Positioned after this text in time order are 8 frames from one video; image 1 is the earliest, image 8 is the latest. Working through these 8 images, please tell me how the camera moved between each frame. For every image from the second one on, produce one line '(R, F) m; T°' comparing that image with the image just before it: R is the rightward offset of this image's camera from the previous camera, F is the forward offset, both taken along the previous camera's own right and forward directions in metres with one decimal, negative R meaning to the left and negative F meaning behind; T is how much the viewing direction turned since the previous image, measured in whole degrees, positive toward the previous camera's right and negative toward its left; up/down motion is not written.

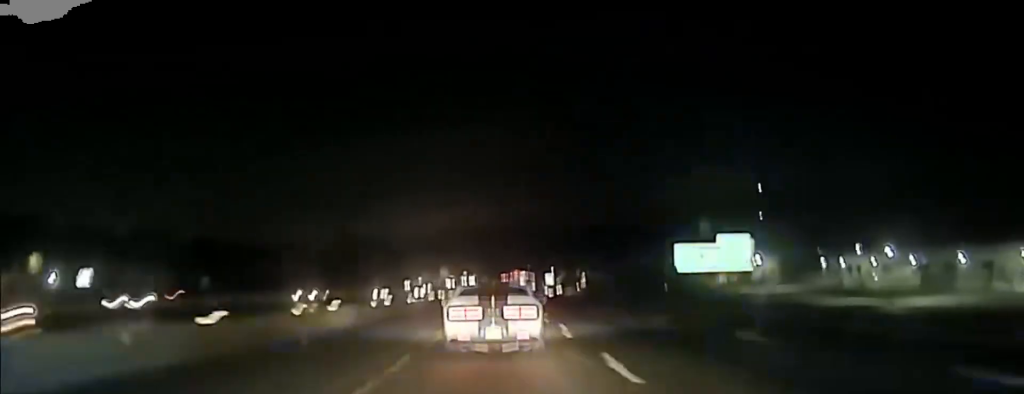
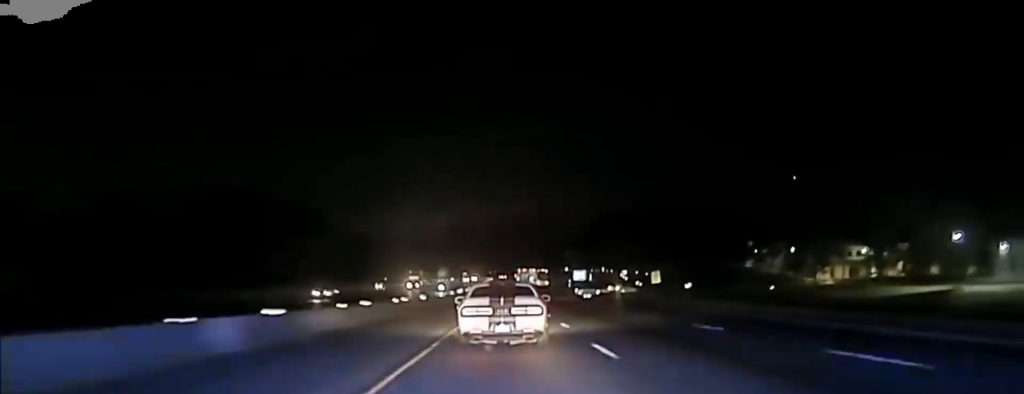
(0.0, +100.6) m; 0°
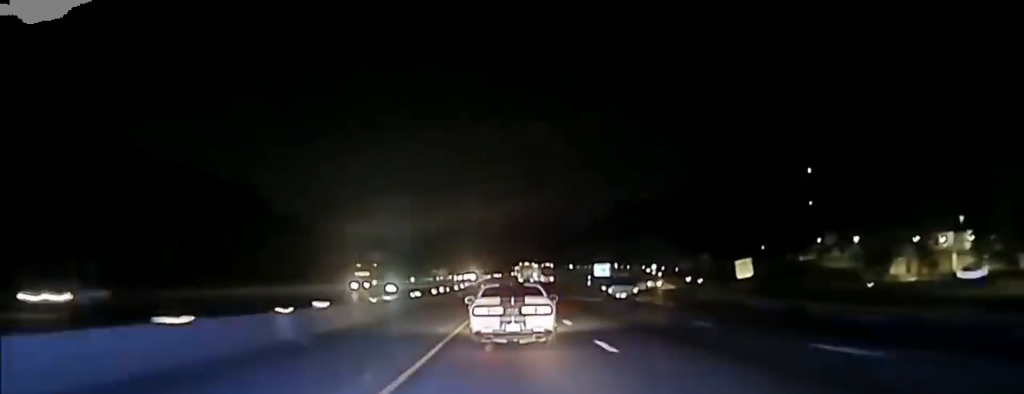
(0.0, +48.1) m; 0°
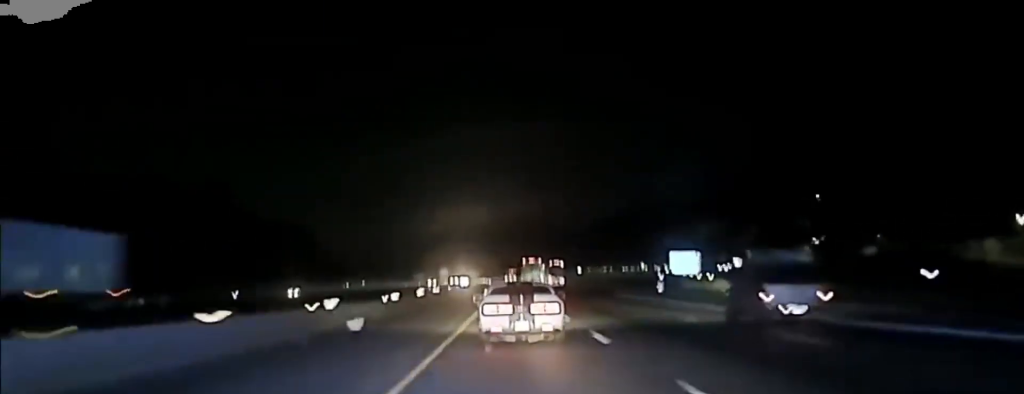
(0.0, +67.1) m; 0°
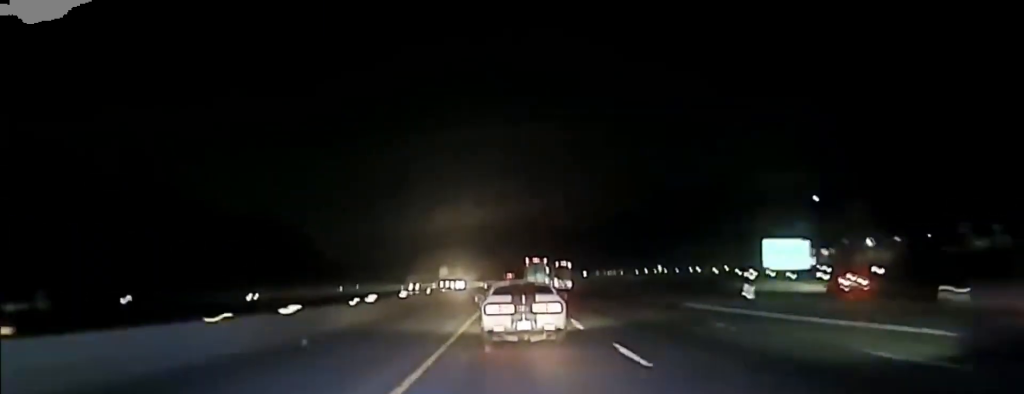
(-0.1, +28.7) m; 0°
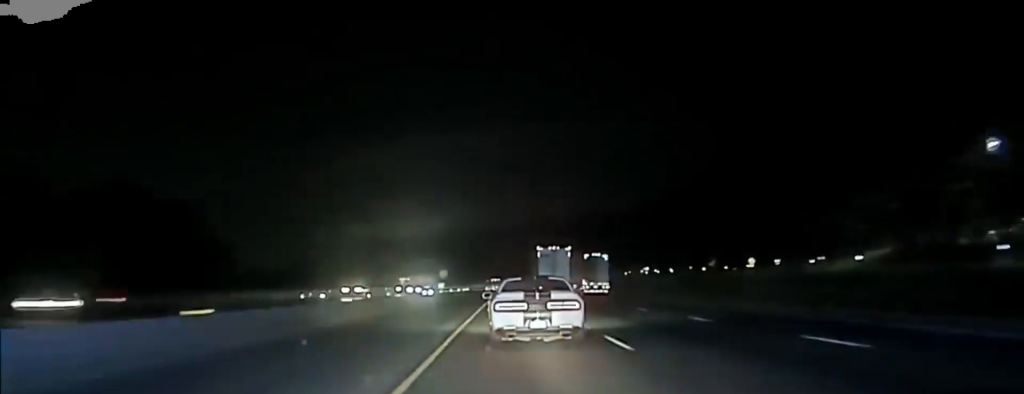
(+0.5, +92.6) m; 0°
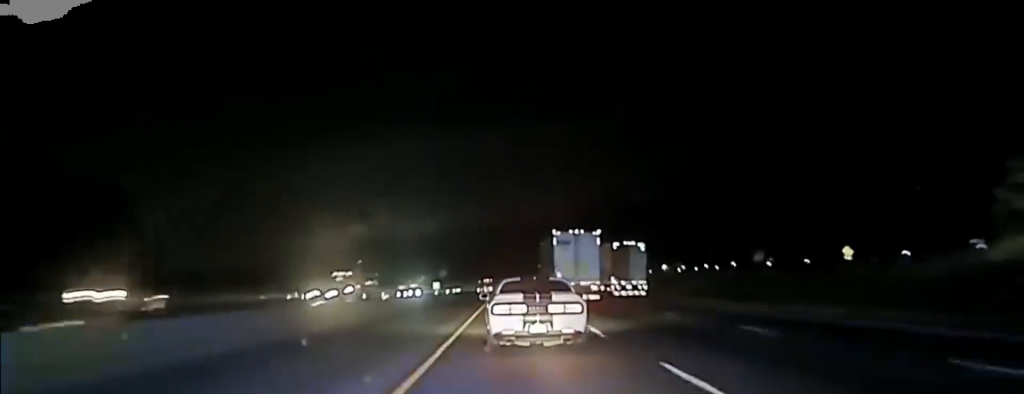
(-0.3, +43.0) m; 0°
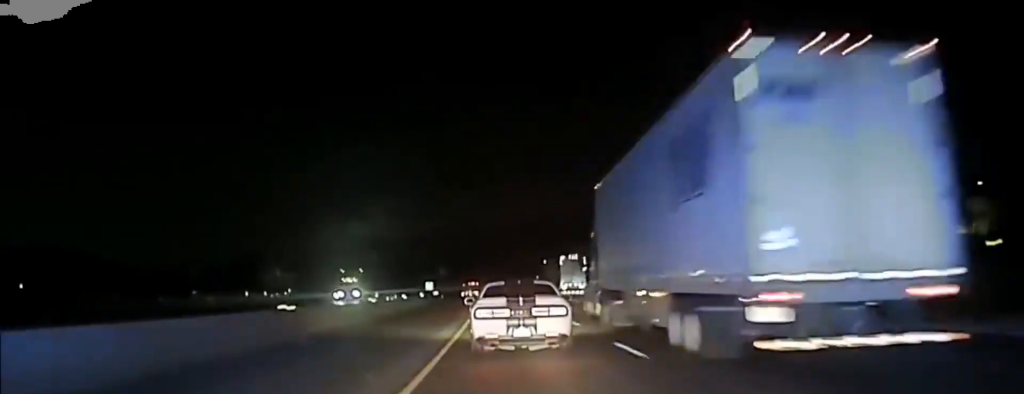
(0.0, +78.2) m; 0°
